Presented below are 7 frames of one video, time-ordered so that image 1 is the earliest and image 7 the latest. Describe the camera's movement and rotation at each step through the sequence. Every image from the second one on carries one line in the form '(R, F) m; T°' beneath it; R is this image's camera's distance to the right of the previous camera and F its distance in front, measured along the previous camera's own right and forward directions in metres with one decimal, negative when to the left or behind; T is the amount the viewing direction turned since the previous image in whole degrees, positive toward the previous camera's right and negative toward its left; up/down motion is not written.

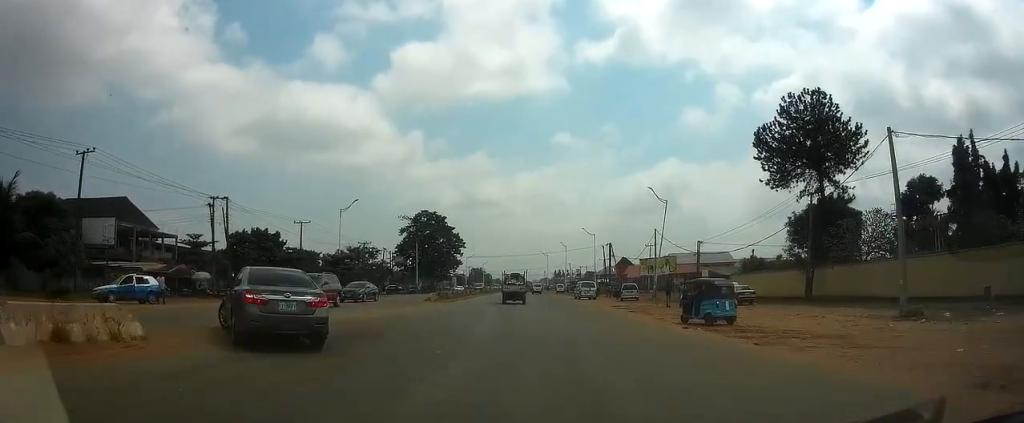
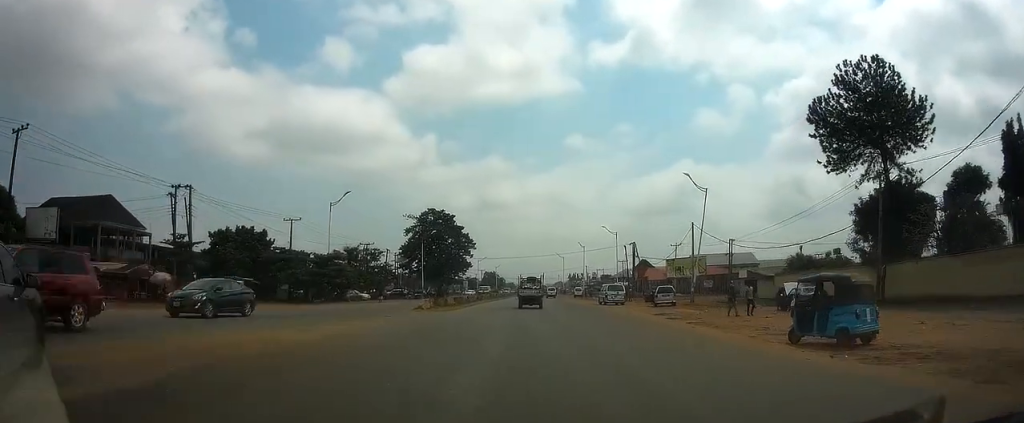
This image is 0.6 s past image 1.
(-0.1, +8.6) m; -1°
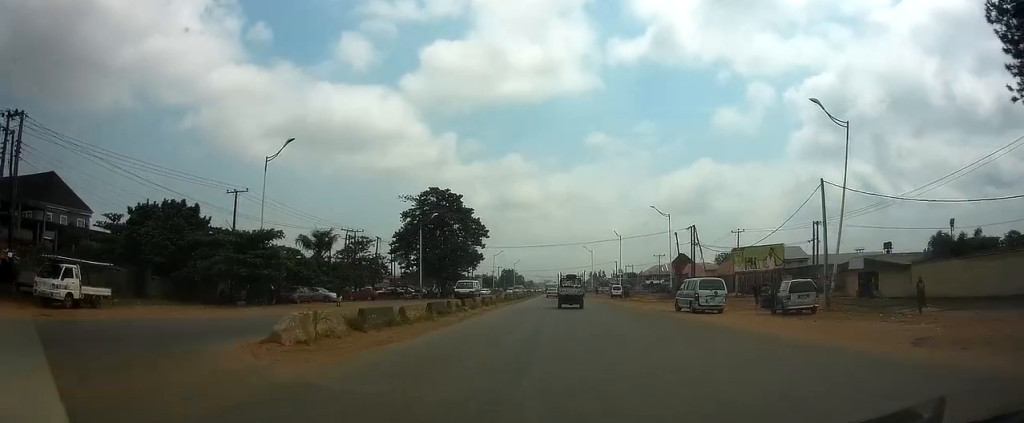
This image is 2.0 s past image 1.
(-0.3, +20.4) m; -1°
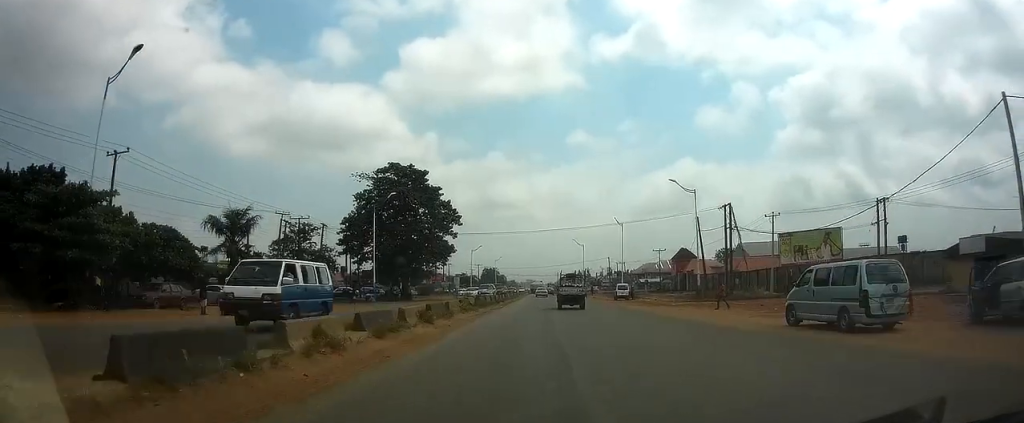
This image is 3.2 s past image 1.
(+0.2, +16.3) m; +1°
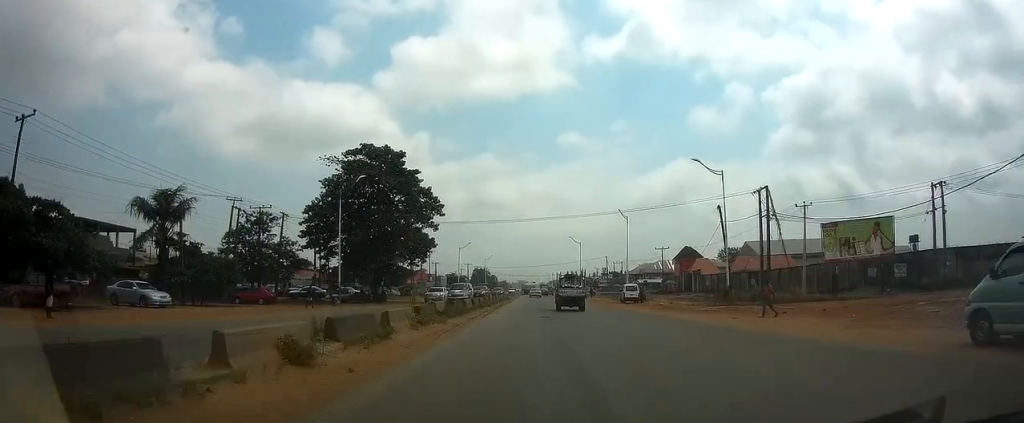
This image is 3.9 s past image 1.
(+0.1, +9.6) m; +1°
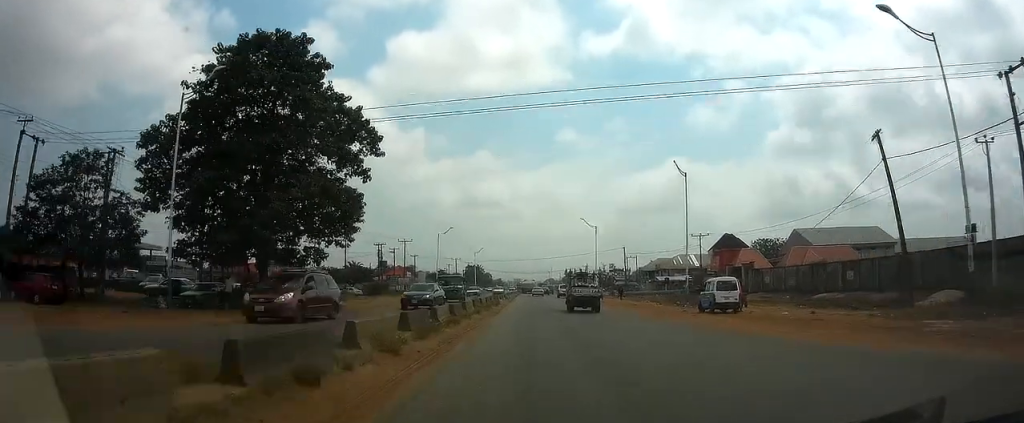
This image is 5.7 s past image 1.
(+0.2, +25.9) m; +1°
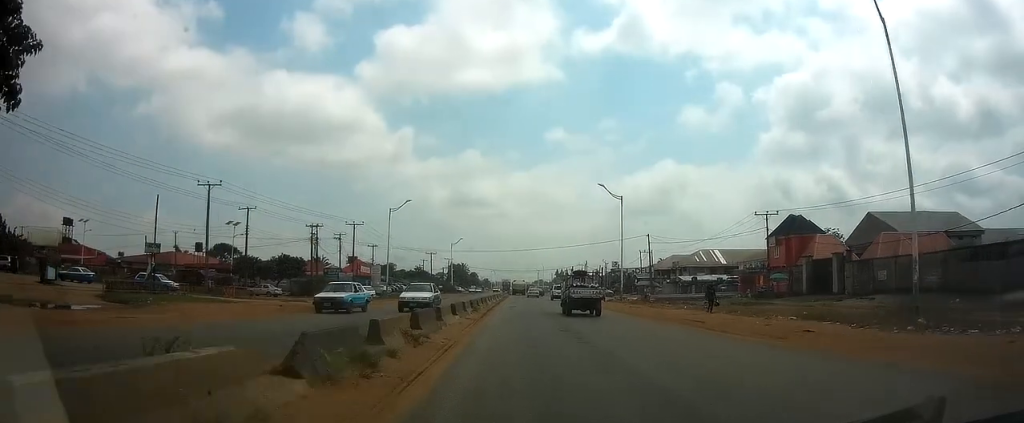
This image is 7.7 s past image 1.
(+0.3, +28.1) m; +1°
